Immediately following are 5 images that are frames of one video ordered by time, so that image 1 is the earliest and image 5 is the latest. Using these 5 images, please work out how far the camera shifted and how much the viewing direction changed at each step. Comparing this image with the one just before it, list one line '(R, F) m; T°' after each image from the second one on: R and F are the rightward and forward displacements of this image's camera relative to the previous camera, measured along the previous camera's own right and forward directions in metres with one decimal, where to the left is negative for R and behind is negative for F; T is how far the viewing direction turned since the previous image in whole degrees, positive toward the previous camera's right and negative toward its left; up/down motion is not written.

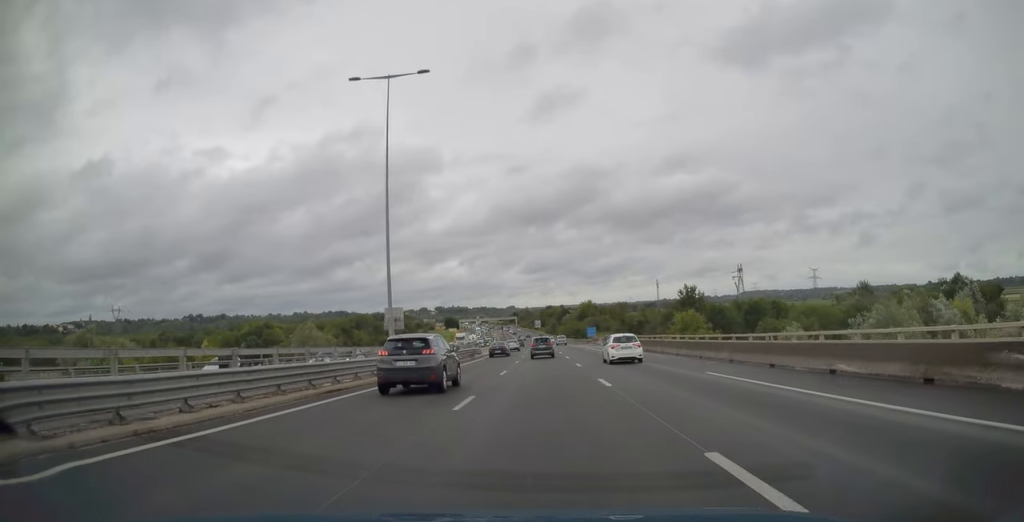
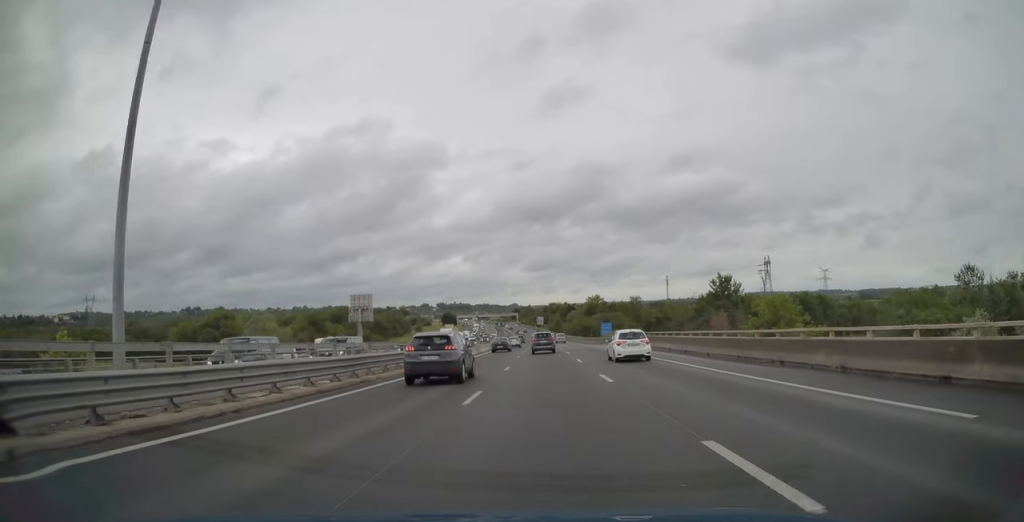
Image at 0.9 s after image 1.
(-0.2, +25.2) m; 0°
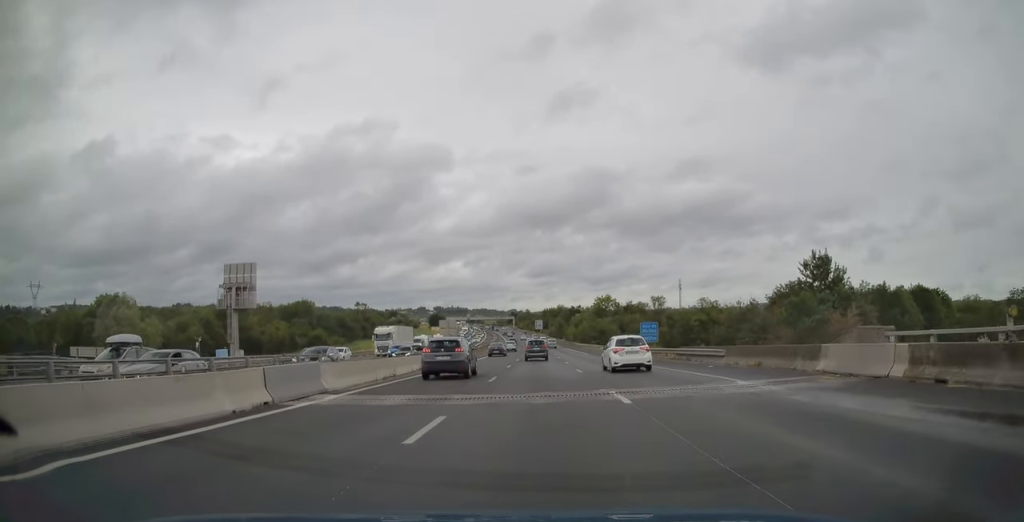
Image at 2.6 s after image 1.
(-0.4, +43.7) m; -1°
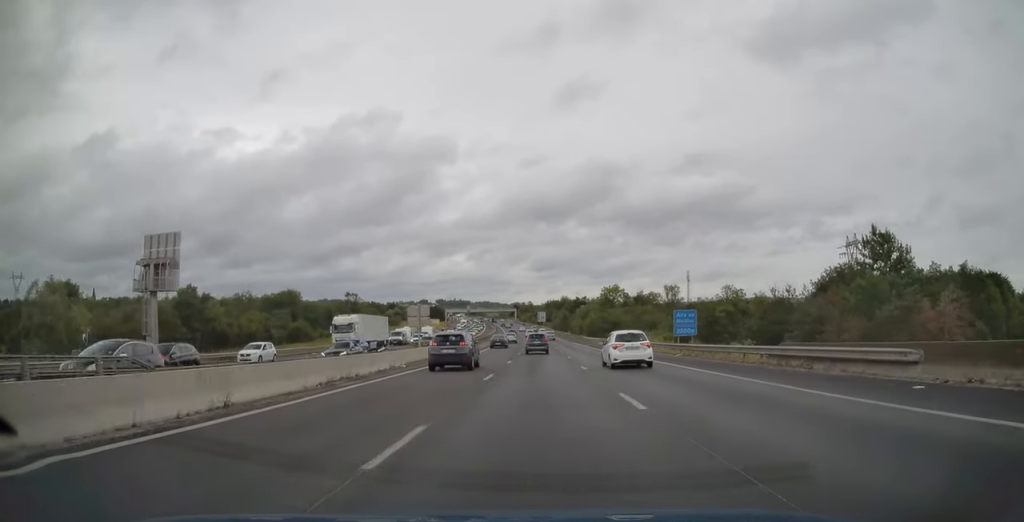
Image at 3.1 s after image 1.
(0.0, +14.9) m; 0°
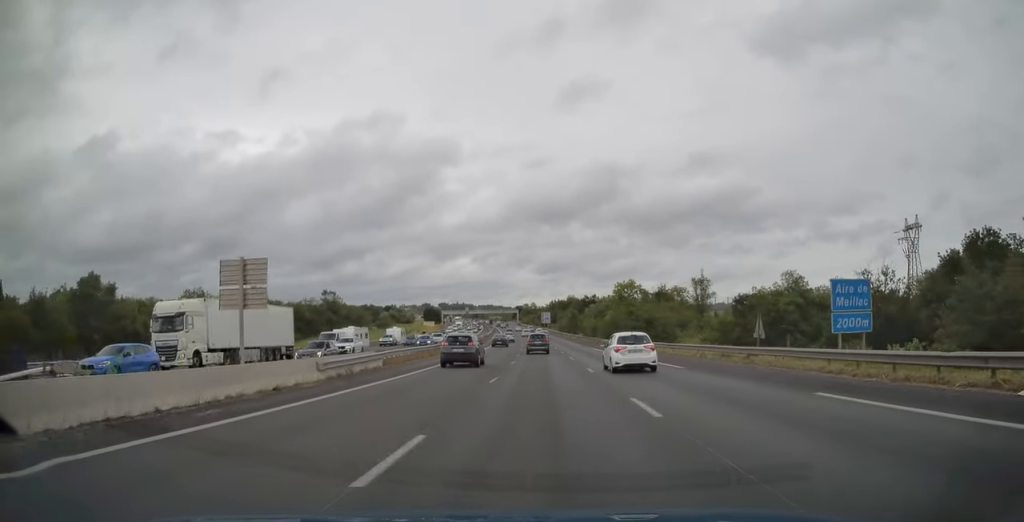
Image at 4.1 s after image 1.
(+0.2, +26.7) m; 0°
